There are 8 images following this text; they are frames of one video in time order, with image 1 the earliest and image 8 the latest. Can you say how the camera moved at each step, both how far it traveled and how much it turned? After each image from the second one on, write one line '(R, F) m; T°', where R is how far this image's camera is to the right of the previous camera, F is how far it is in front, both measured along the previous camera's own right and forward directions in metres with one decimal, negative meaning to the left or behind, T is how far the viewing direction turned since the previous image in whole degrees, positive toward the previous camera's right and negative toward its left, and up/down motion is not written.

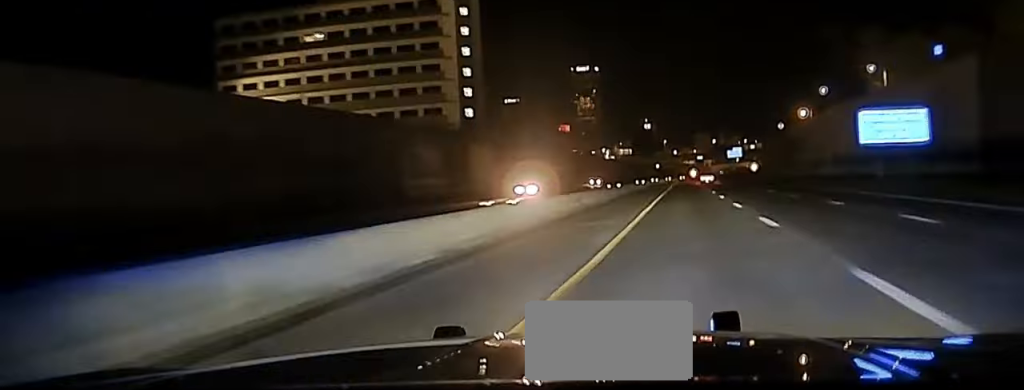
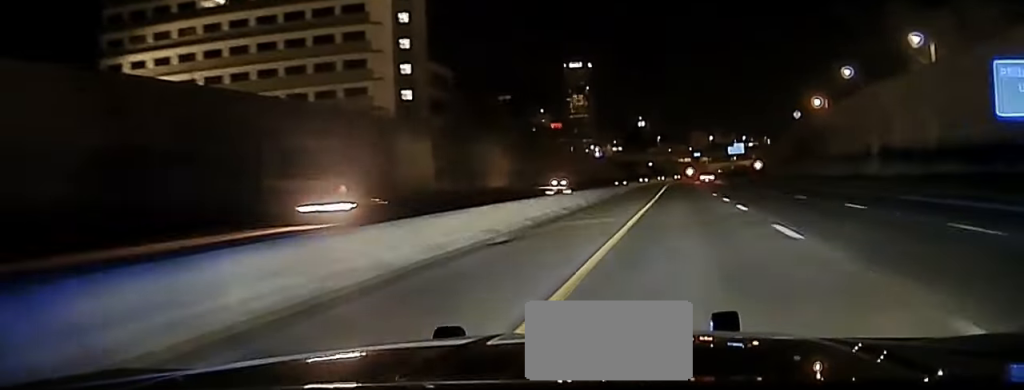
(-0.2, +29.2) m; 0°
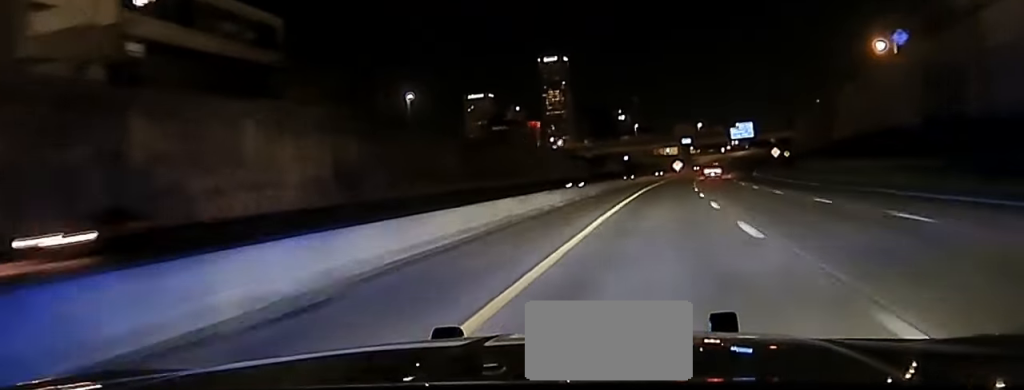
(+0.5, +66.7) m; +1°
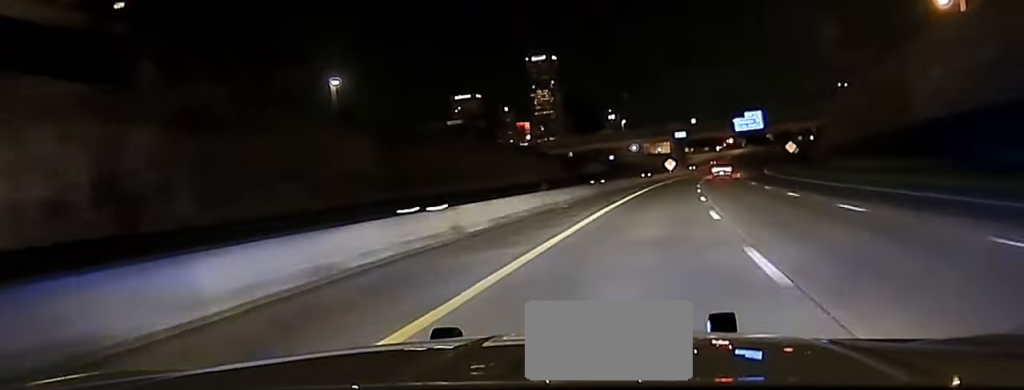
(+0.1, +31.7) m; +1°
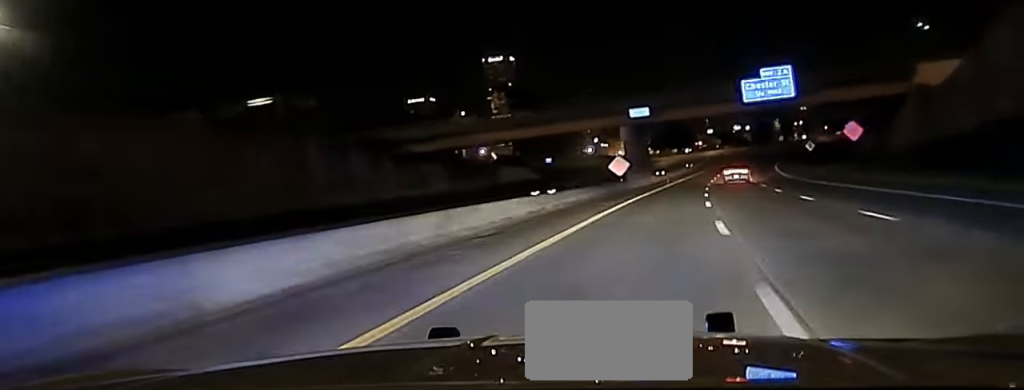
(+0.7, +64.1) m; +1°
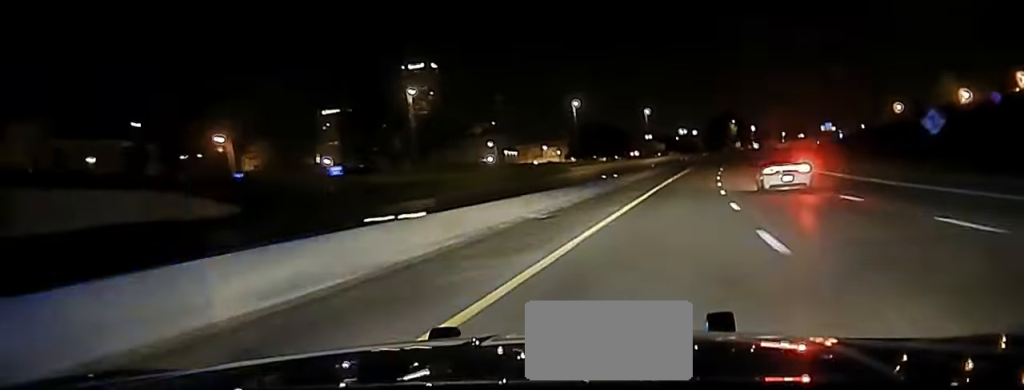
(+2.1, +89.3) m; +4°
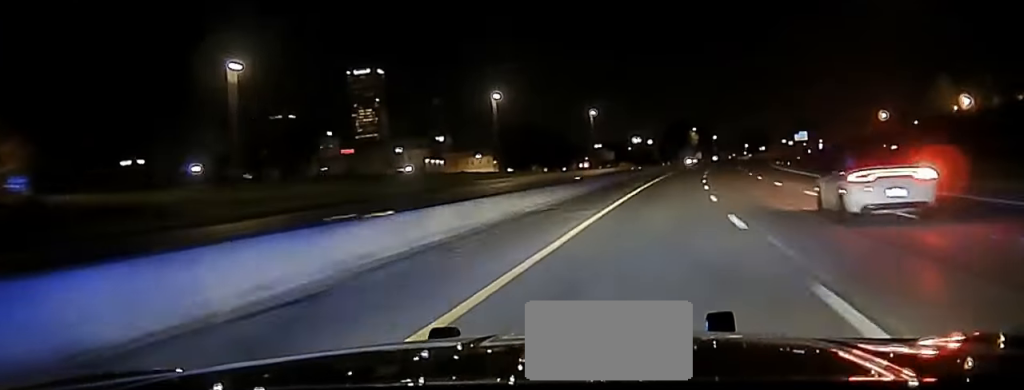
(+0.9, +39.5) m; +2°
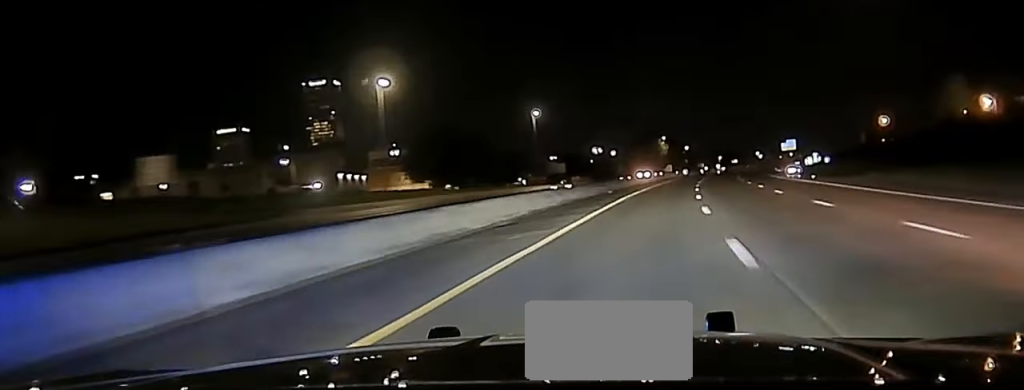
(+0.7, +41.2) m; +2°
